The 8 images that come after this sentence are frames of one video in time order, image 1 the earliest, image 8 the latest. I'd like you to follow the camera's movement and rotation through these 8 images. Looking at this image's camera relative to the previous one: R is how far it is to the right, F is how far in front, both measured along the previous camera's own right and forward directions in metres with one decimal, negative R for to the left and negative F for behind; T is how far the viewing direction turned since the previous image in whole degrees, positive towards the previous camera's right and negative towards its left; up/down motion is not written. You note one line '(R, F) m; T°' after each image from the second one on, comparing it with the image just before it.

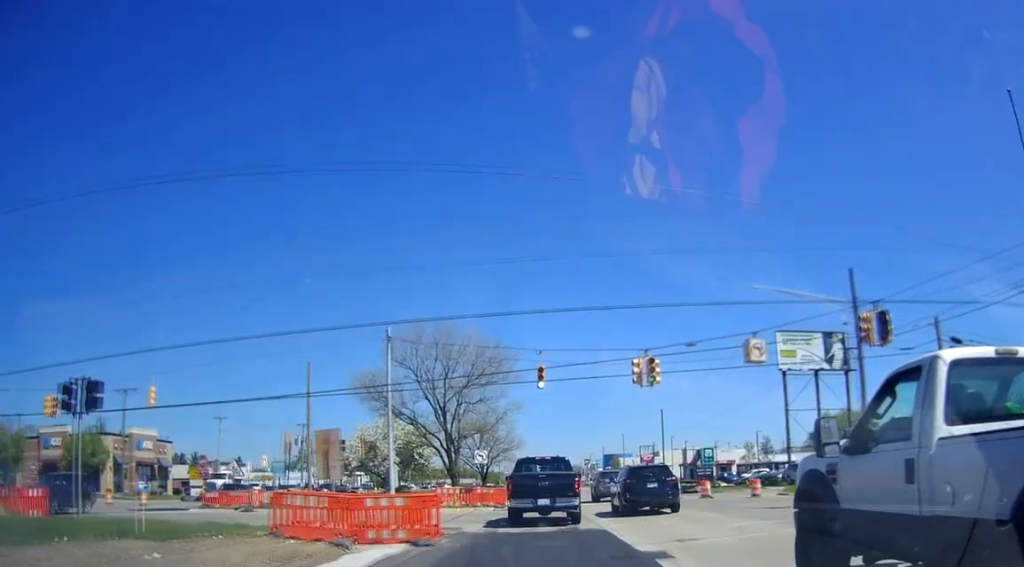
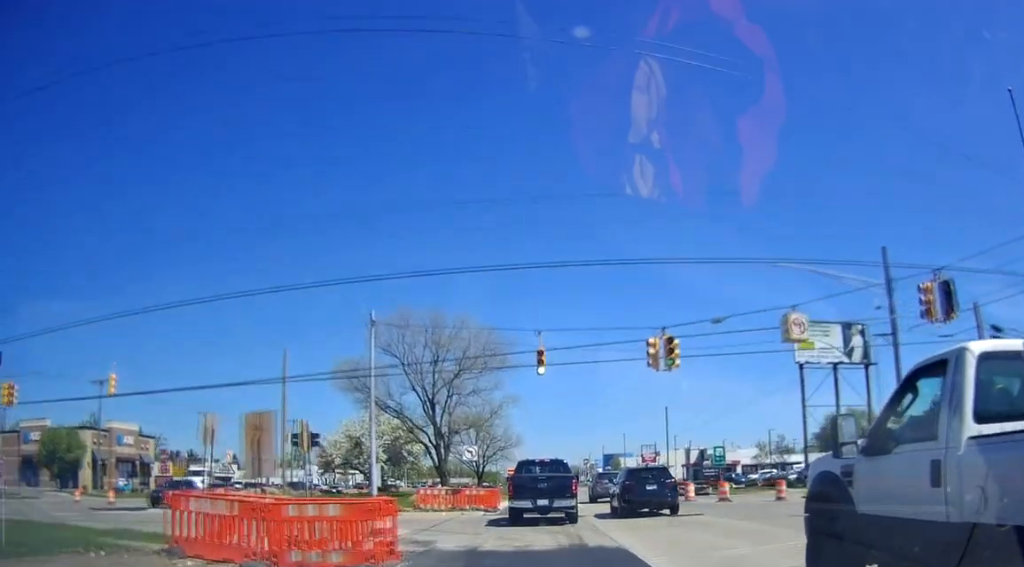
(0.0, +3.8) m; 0°
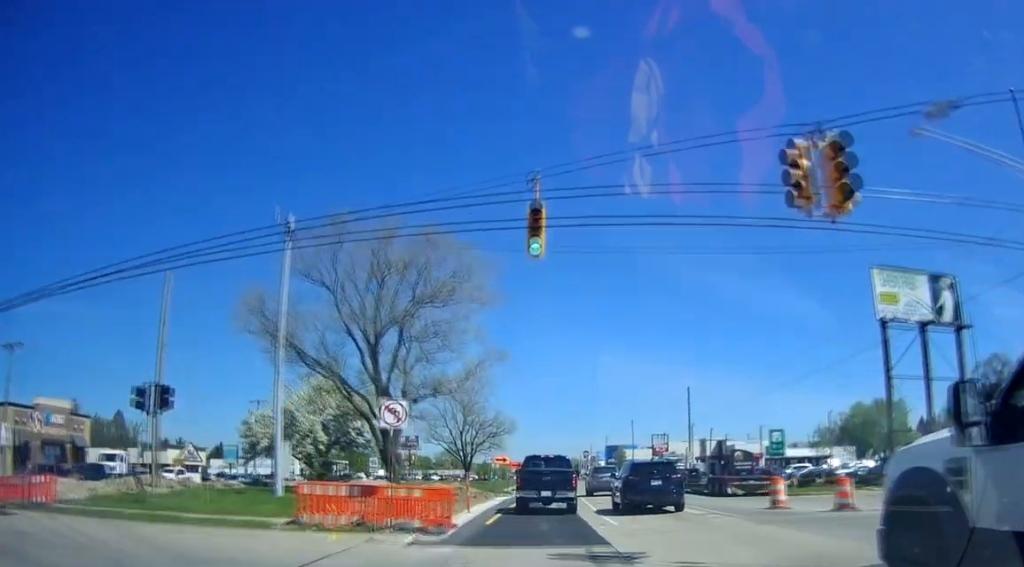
(0.0, +13.5) m; 0°
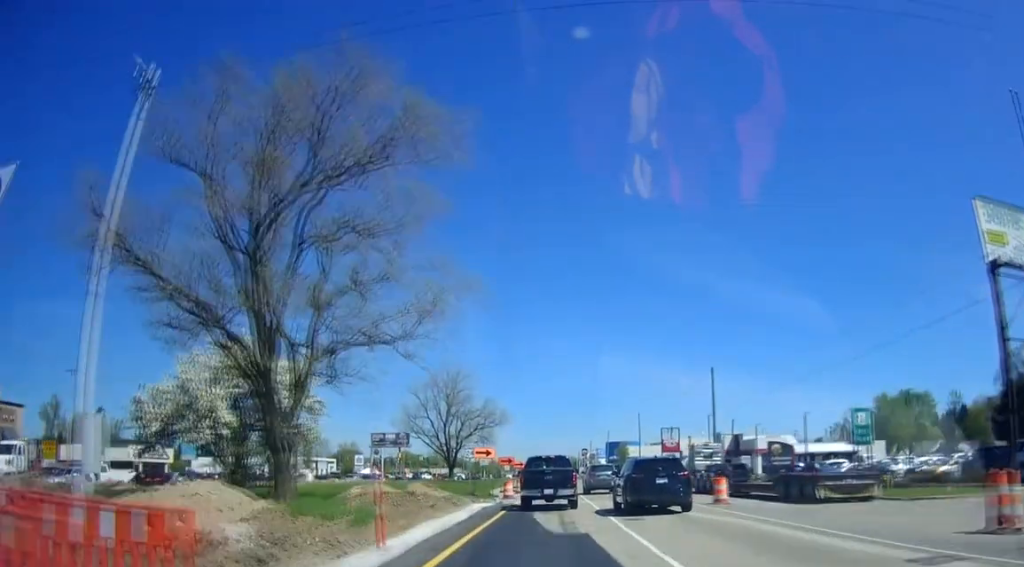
(0.0, +11.6) m; 0°
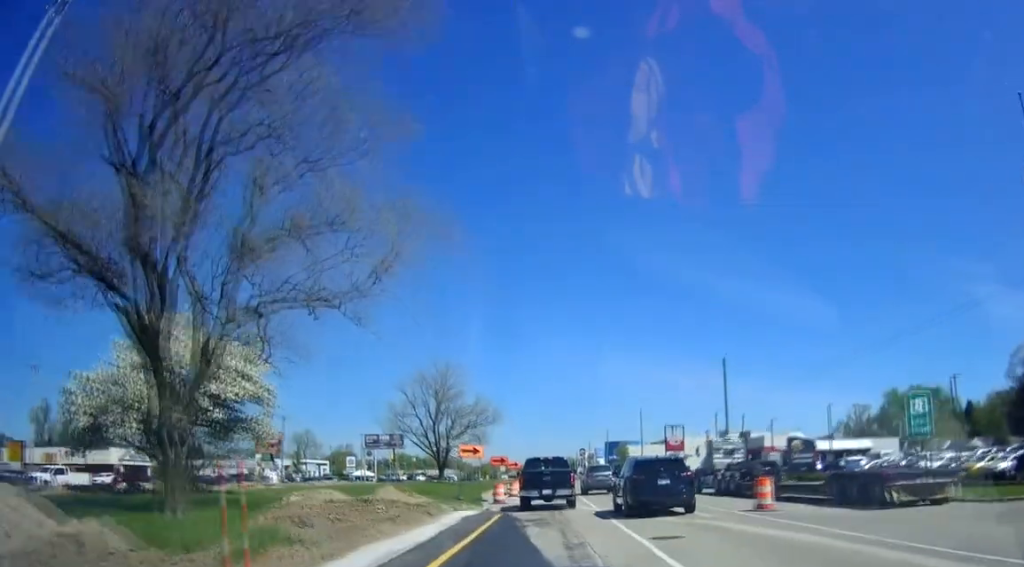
(0.0, +5.1) m; 0°
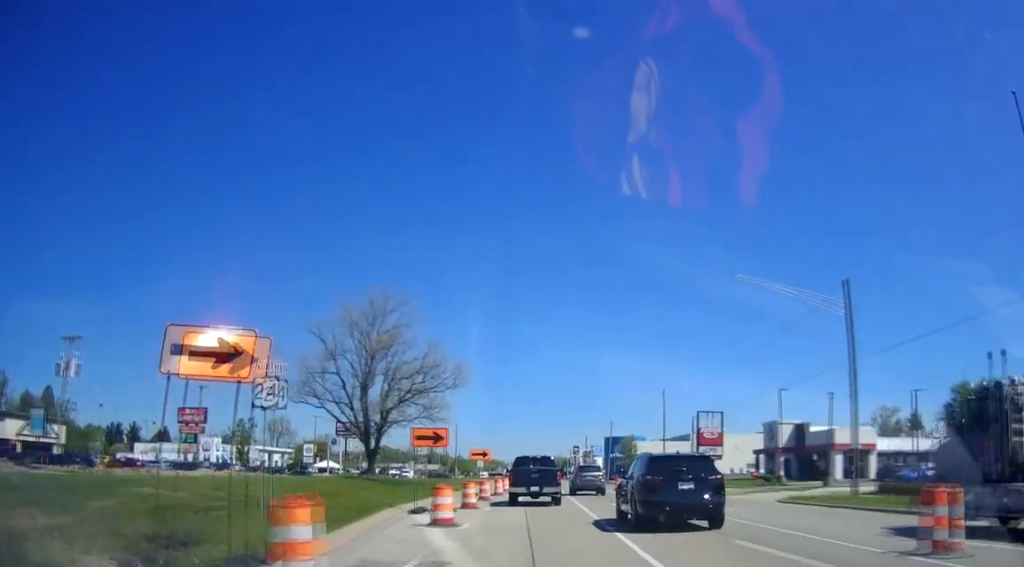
(0.0, +24.2) m; 0°
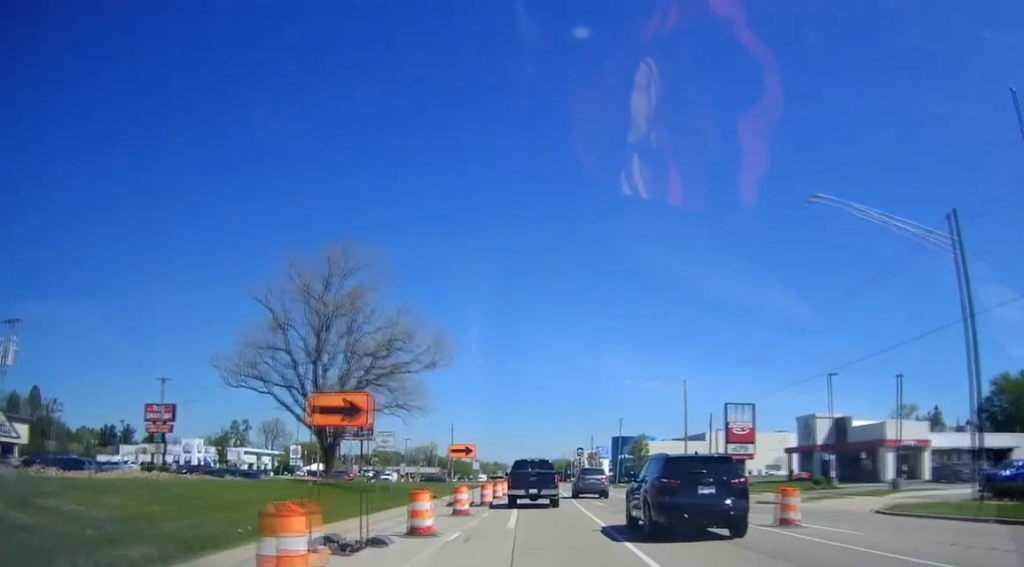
(0.0, +9.5) m; 0°
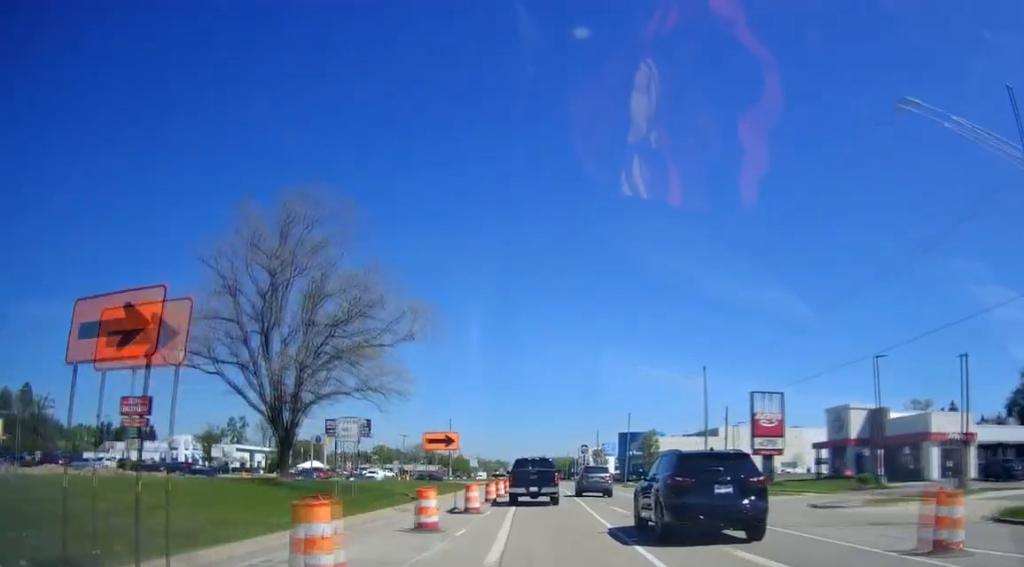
(0.0, +6.4) m; 0°
